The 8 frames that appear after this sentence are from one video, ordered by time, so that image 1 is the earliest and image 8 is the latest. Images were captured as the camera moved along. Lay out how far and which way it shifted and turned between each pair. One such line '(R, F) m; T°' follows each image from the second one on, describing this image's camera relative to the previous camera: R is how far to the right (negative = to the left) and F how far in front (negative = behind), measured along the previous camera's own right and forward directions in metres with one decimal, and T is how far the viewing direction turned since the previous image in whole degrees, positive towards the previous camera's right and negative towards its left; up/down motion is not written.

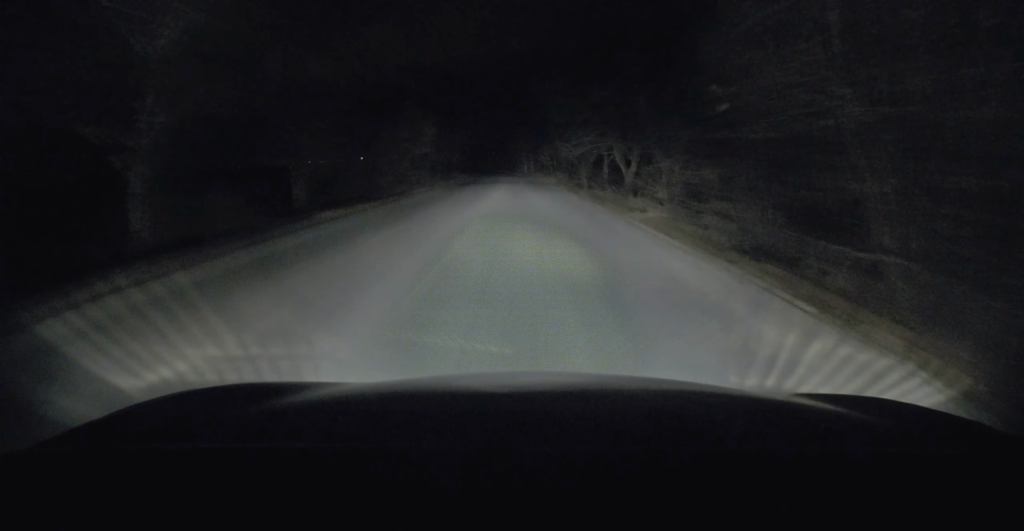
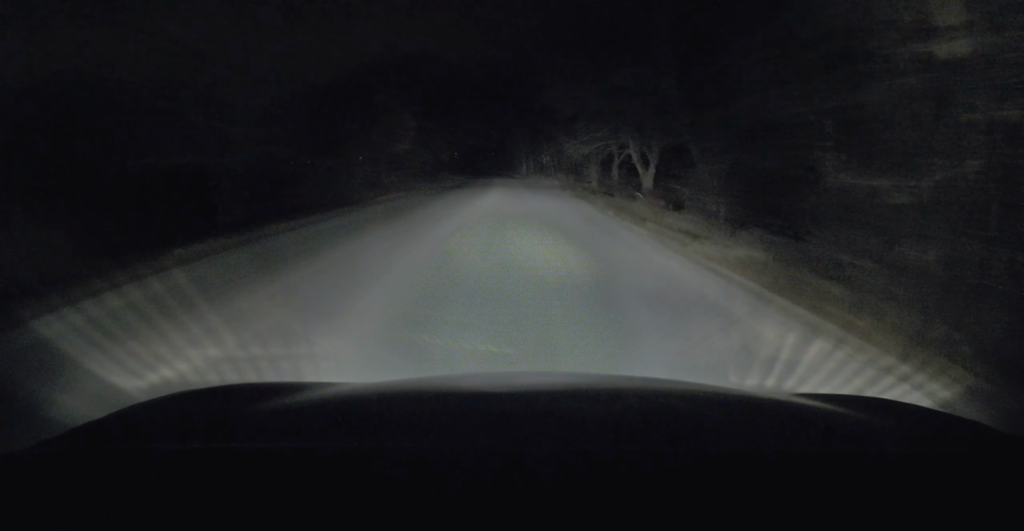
(0.0, +6.8) m; 0°
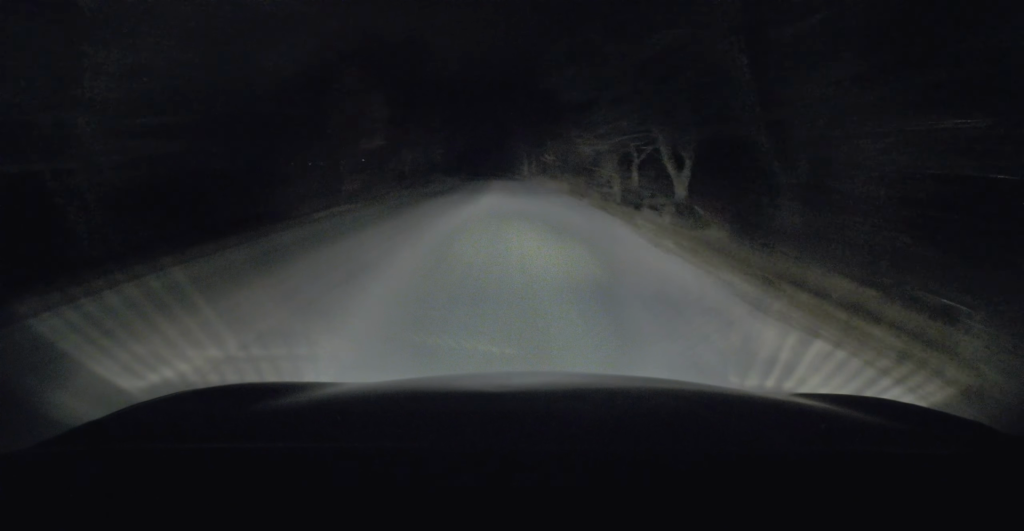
(0.0, +7.3) m; 0°
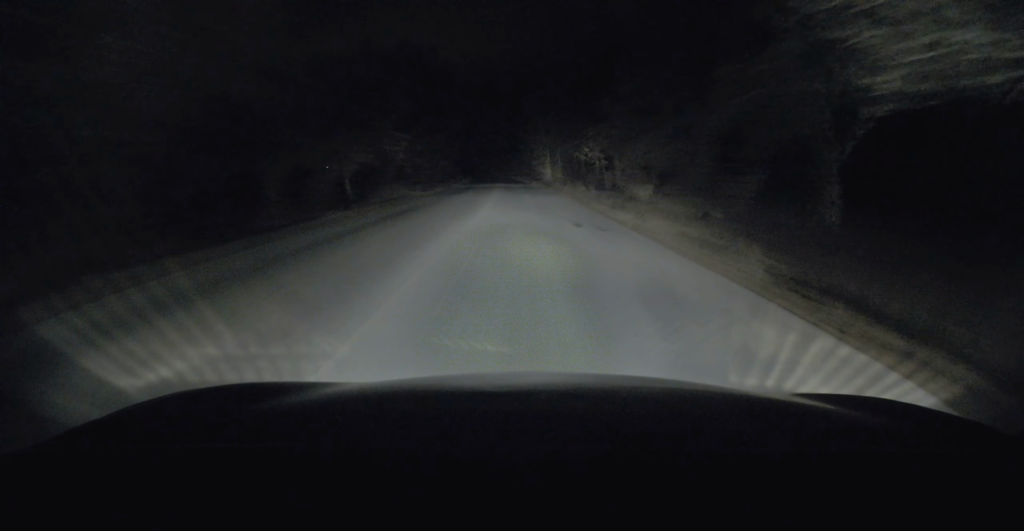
(-0.2, +25.3) m; -2°
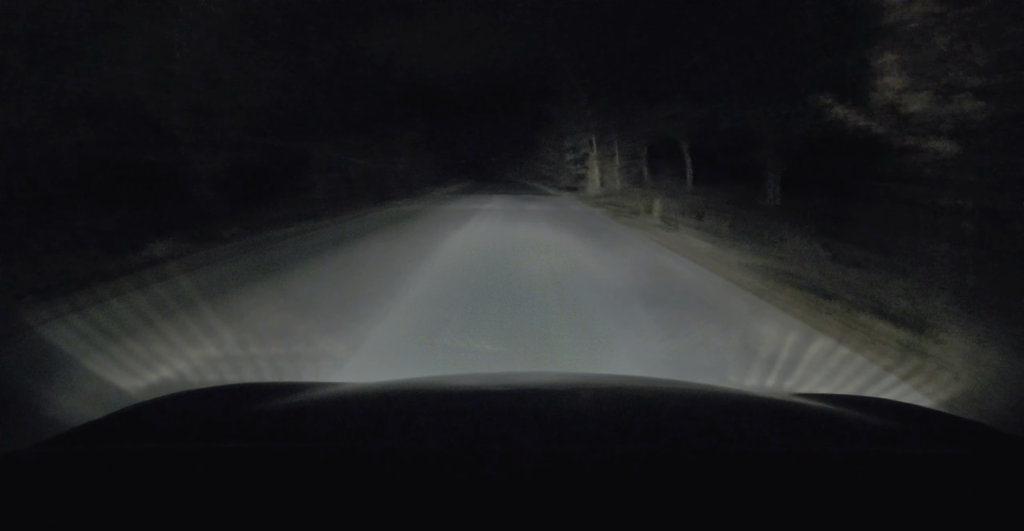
(+0.1, +30.7) m; 0°
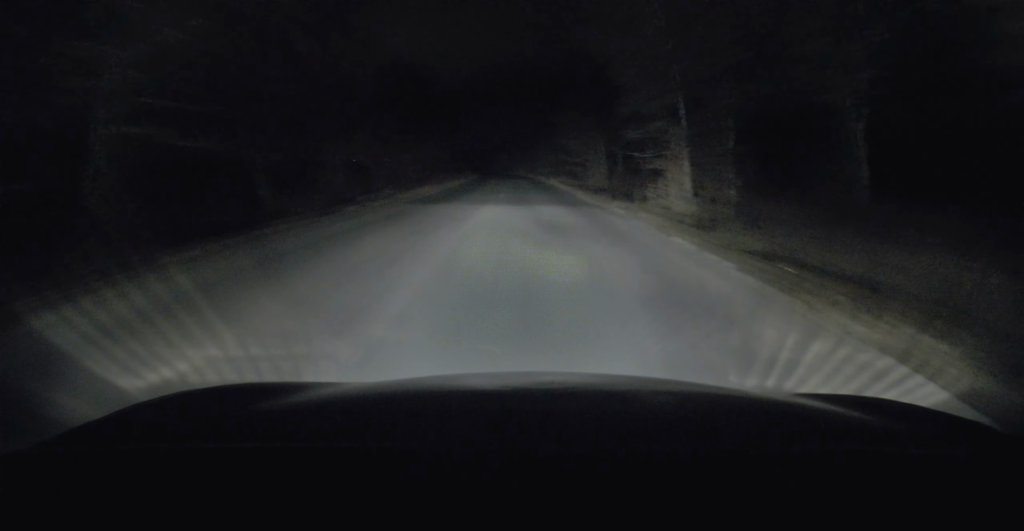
(-0.5, +17.3) m; -3°
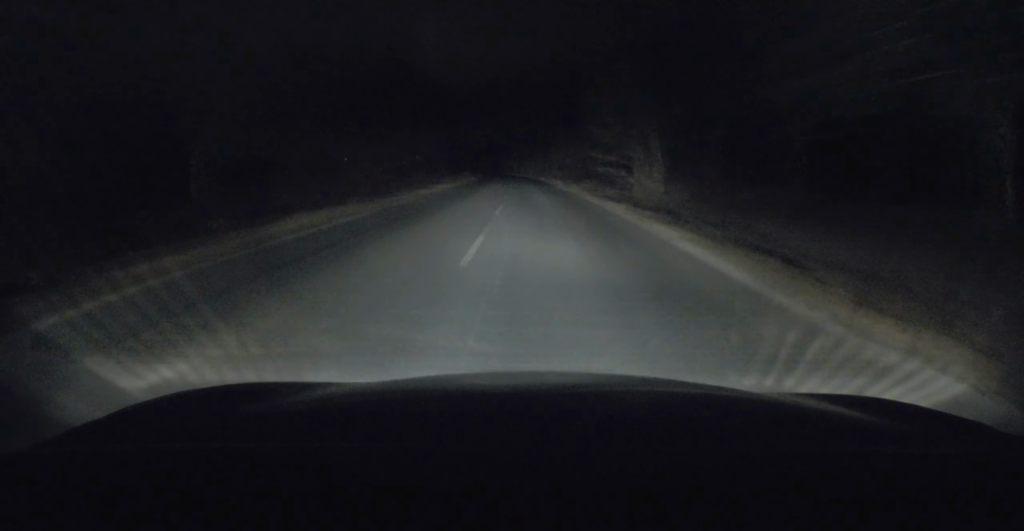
(-0.4, +17.7) m; 0°
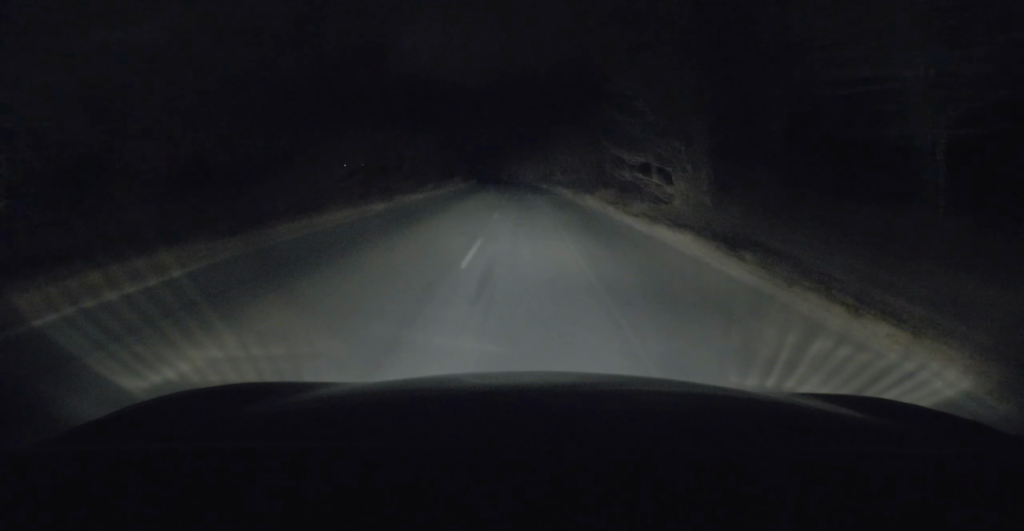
(+0.3, +8.8) m; 0°
